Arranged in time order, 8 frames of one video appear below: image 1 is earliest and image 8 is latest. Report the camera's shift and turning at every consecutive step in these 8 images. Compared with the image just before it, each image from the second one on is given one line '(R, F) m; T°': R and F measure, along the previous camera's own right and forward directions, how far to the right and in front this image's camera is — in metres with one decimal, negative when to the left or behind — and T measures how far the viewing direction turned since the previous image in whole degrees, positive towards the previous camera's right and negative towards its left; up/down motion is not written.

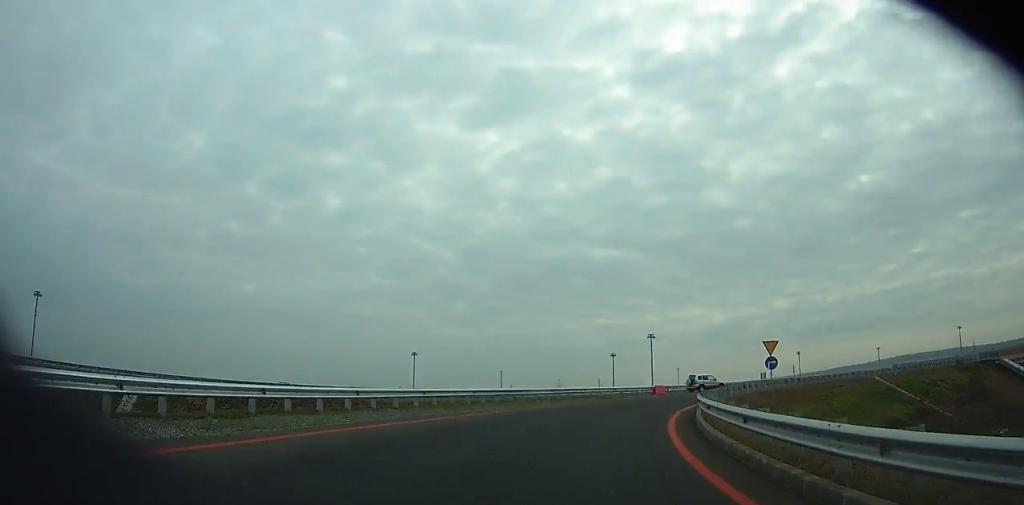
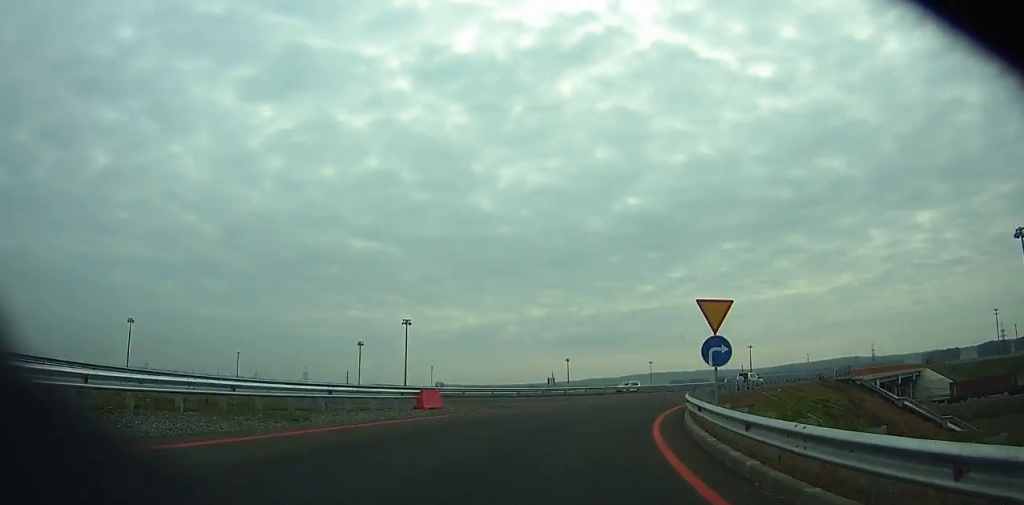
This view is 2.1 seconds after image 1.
(+3.5, +24.4) m; +26°
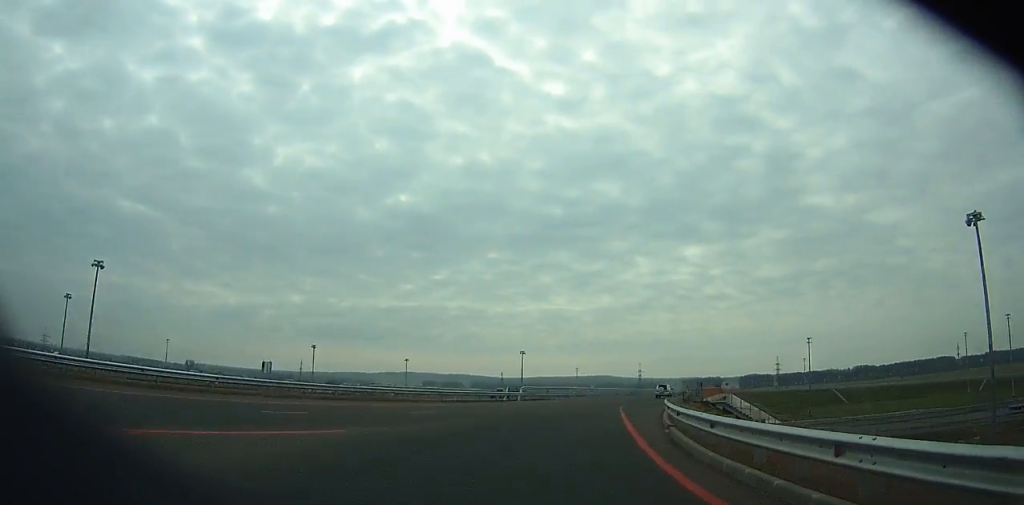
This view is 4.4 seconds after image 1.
(+7.6, +27.8) m; +26°
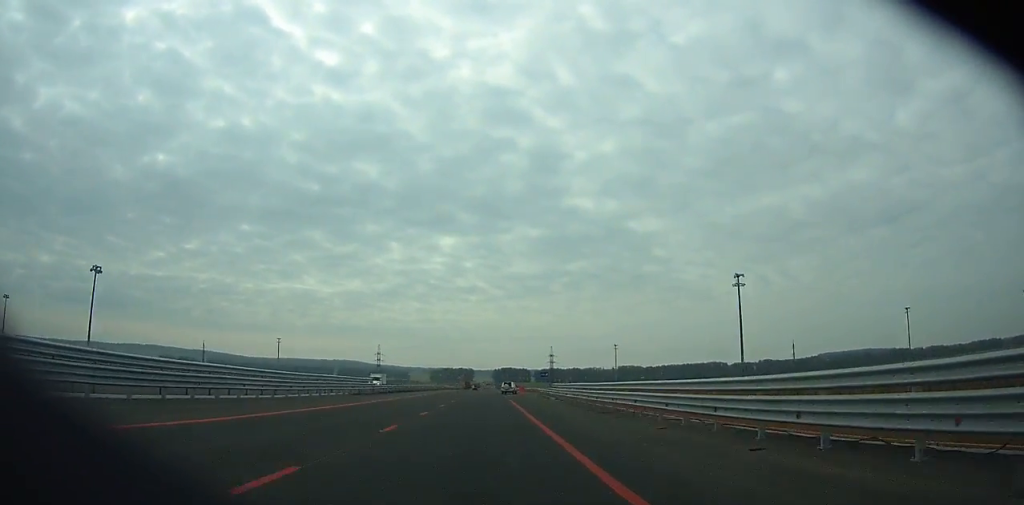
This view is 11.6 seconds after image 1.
(+37.1, +90.7) m; +31°
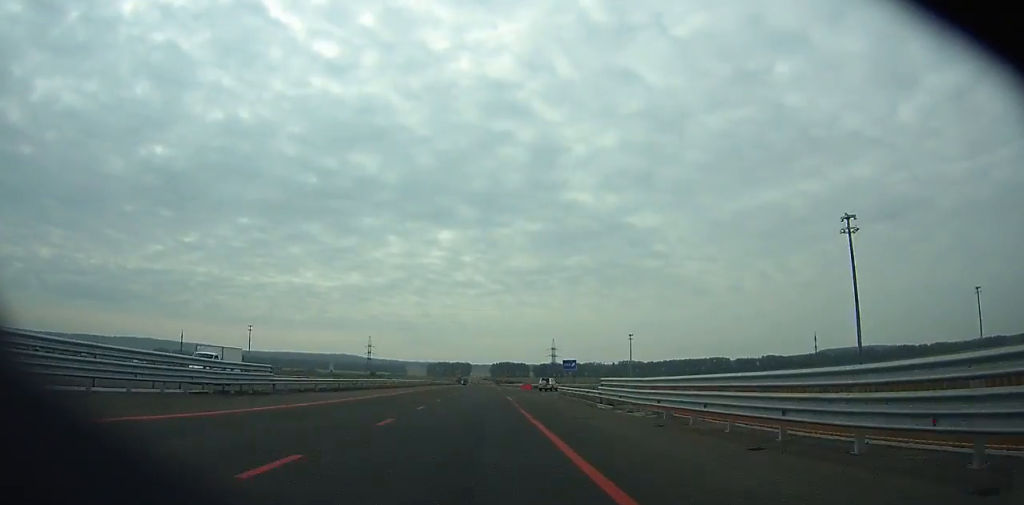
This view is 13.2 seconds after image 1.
(+0.6, +23.2) m; +2°
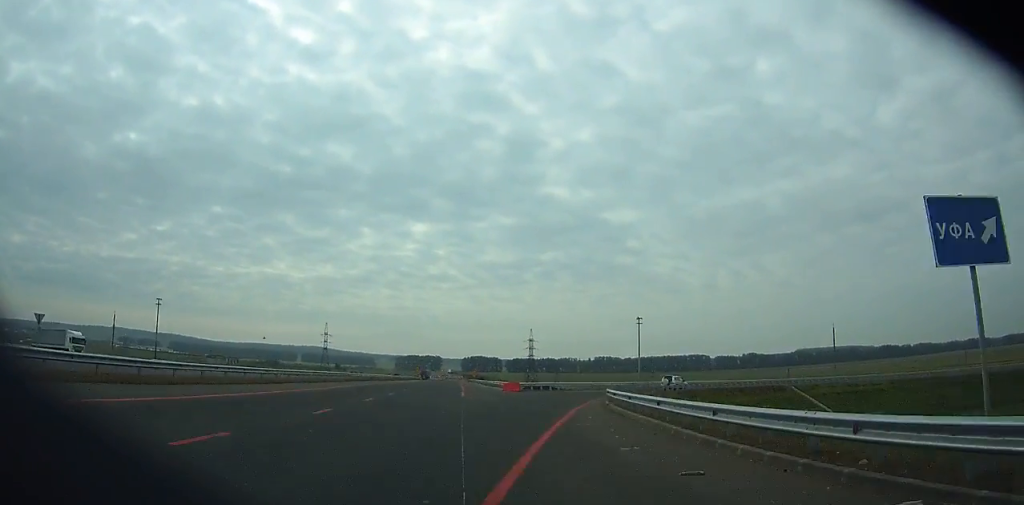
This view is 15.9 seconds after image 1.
(+0.9, +37.7) m; +2°
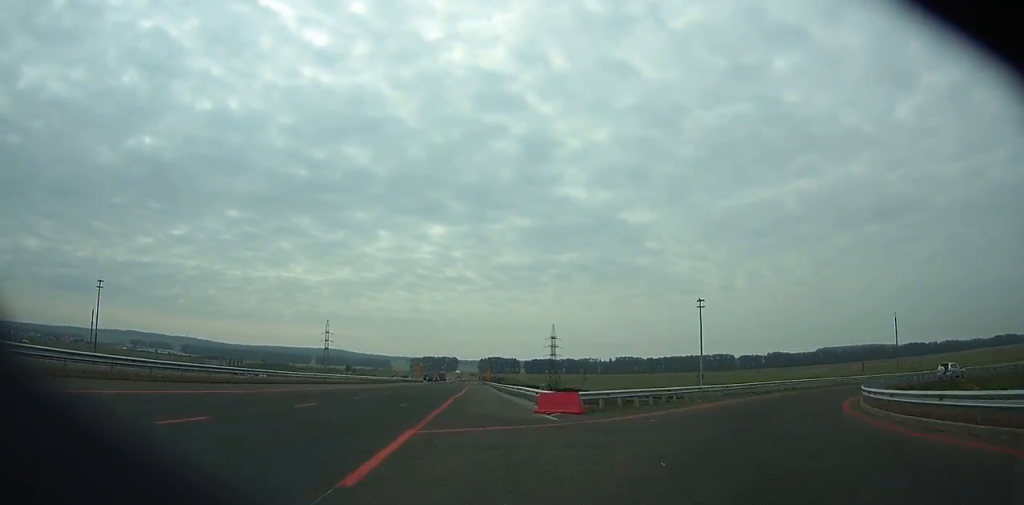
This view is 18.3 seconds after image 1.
(+0.4, +30.0) m; +1°
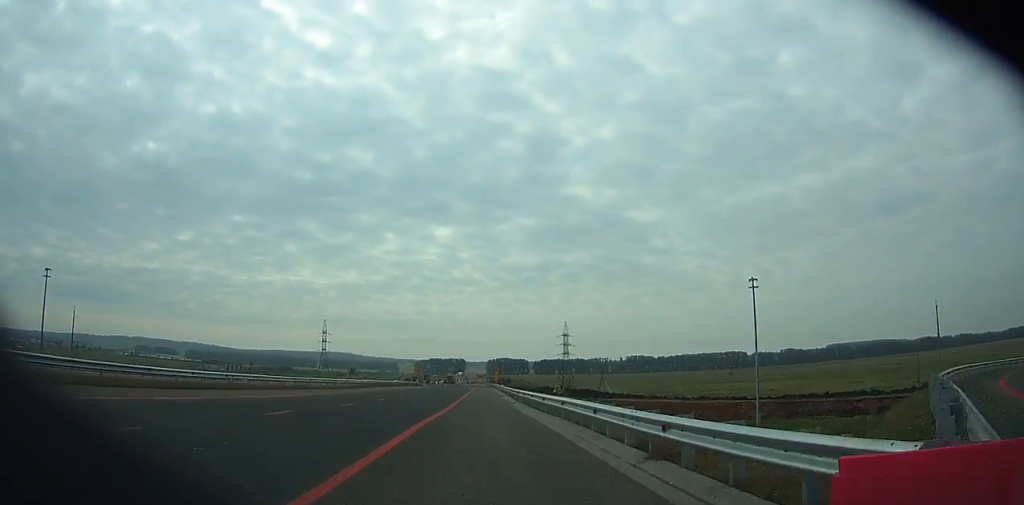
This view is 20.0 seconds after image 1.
(+0.2, +19.2) m; 0°
